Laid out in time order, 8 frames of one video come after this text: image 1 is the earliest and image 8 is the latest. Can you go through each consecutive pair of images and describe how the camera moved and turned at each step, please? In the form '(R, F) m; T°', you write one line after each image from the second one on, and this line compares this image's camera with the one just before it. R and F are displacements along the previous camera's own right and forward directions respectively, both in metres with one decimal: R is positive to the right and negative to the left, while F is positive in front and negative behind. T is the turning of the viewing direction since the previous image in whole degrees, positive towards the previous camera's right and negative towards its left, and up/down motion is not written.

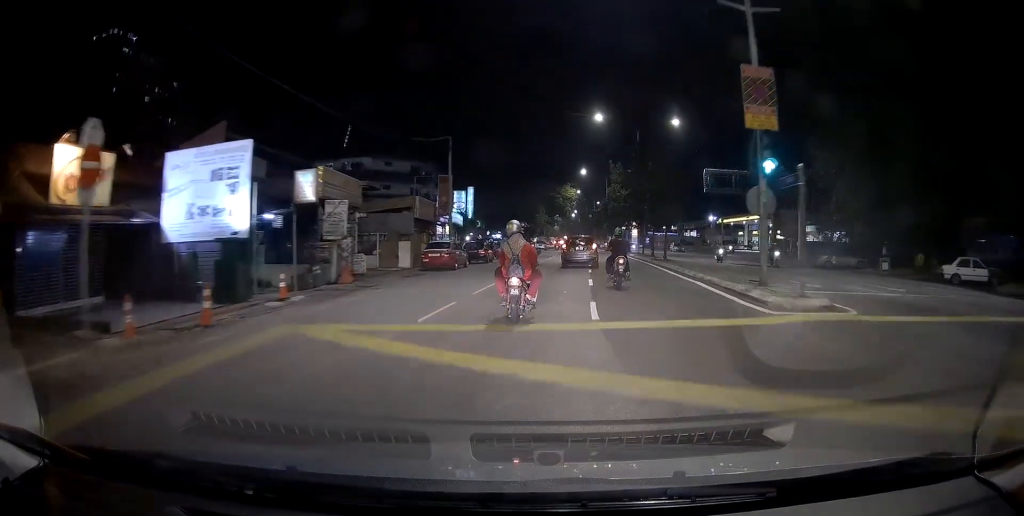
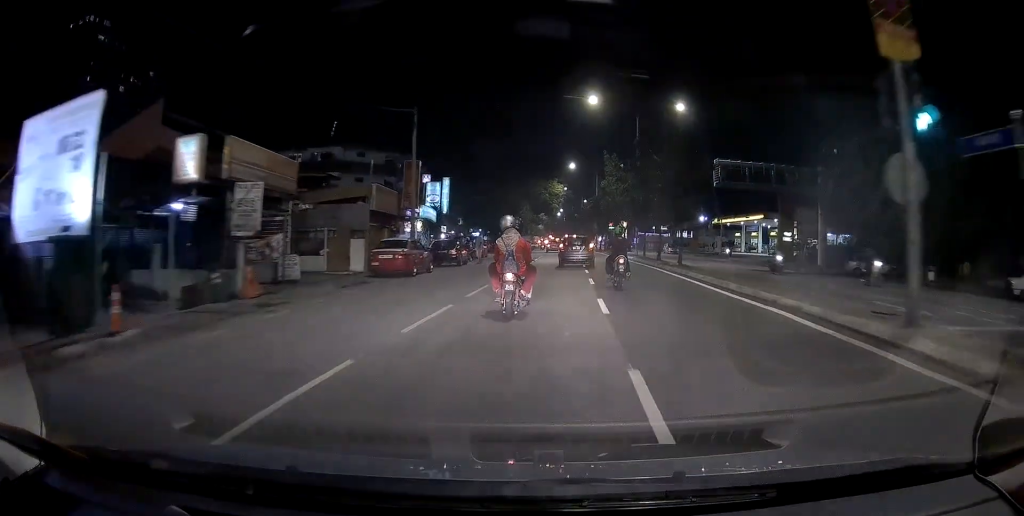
(+1.1, +6.5) m; +3°
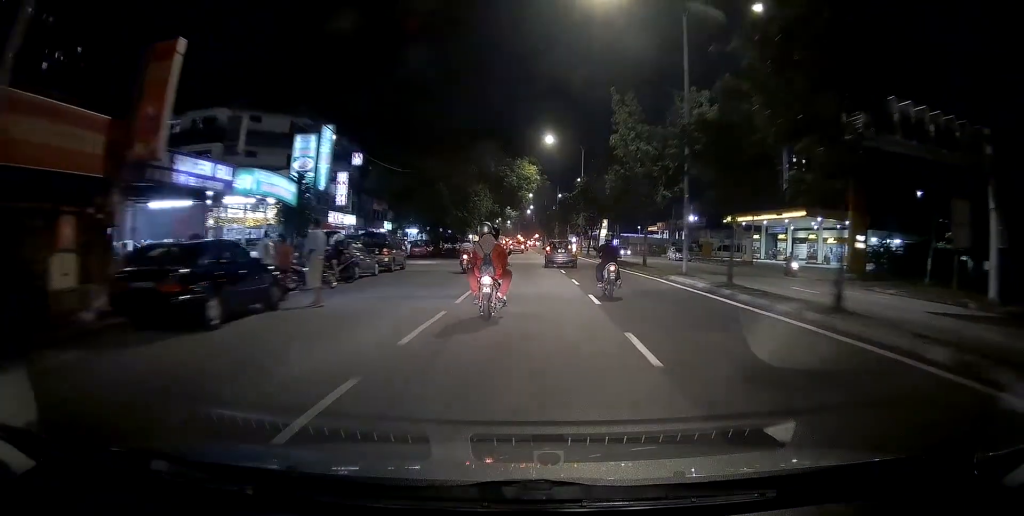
(+0.7, +22.4) m; +2°
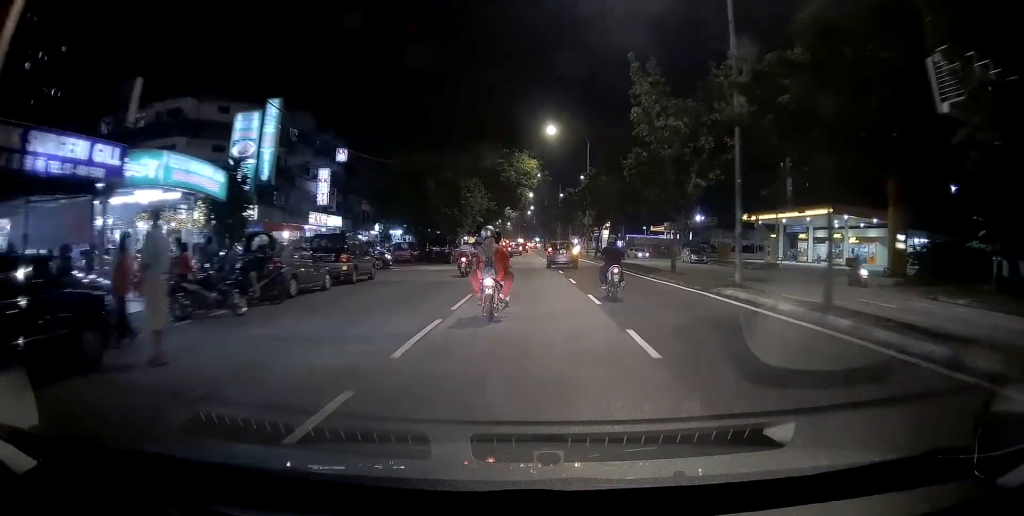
(+0.3, +5.9) m; 0°
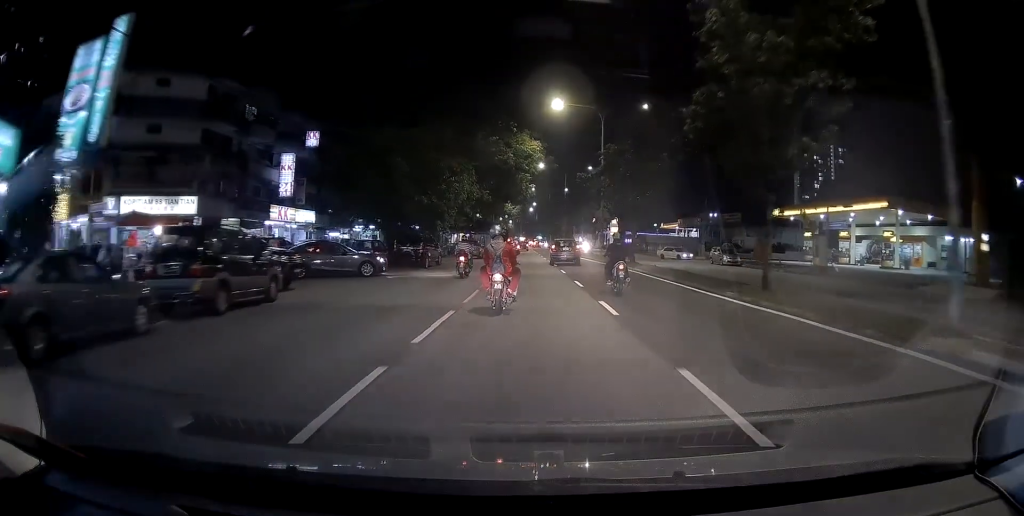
(-0.7, +9.5) m; 0°
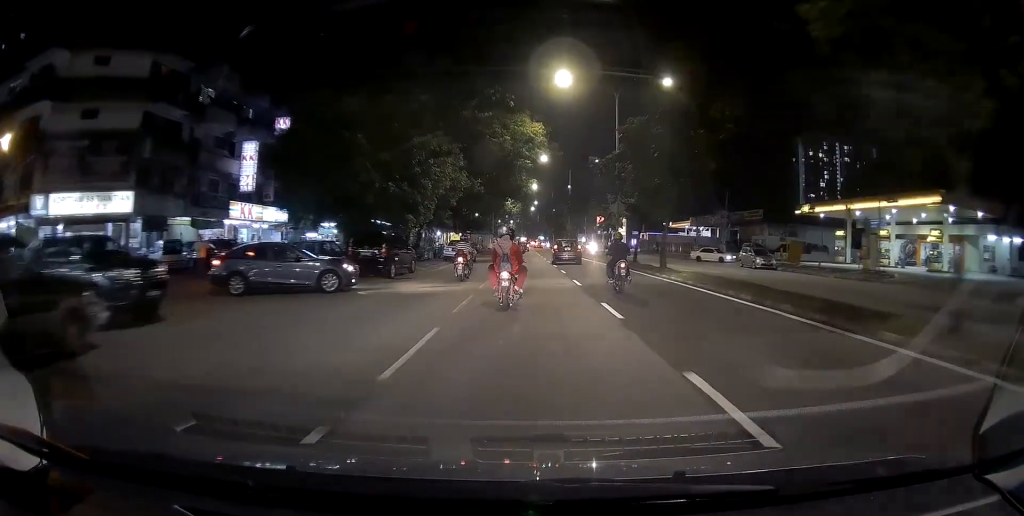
(+0.5, +7.4) m; 0°
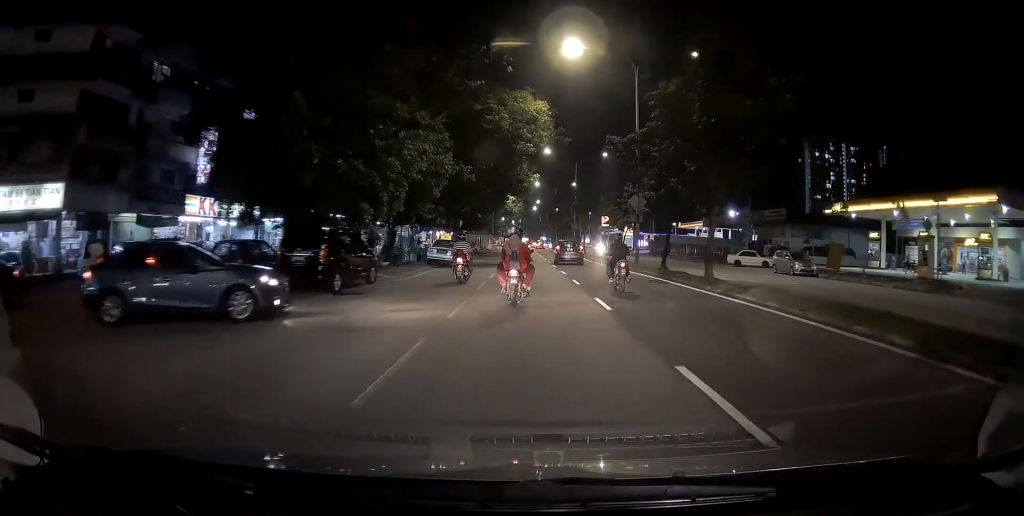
(+0.1, +6.3) m; -1°
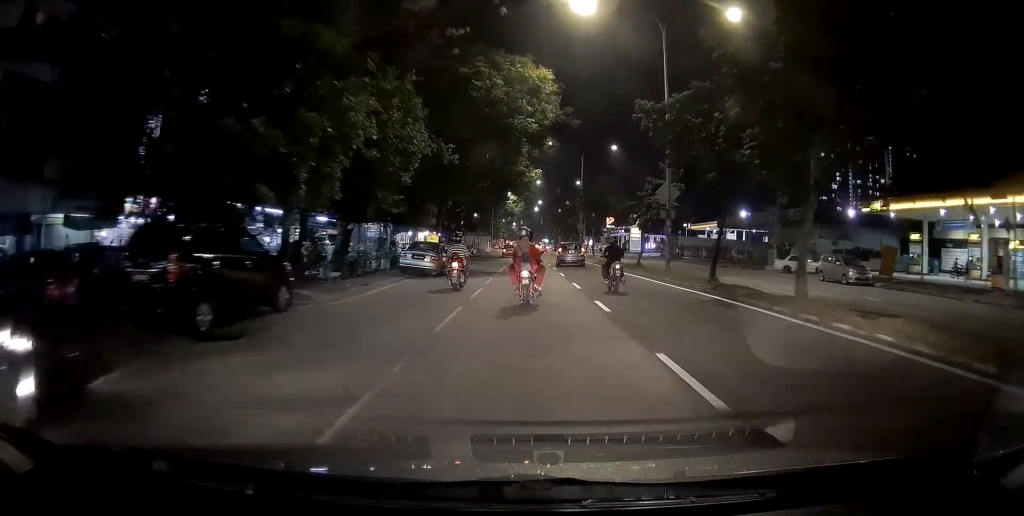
(-0.4, +6.7) m; -3°
